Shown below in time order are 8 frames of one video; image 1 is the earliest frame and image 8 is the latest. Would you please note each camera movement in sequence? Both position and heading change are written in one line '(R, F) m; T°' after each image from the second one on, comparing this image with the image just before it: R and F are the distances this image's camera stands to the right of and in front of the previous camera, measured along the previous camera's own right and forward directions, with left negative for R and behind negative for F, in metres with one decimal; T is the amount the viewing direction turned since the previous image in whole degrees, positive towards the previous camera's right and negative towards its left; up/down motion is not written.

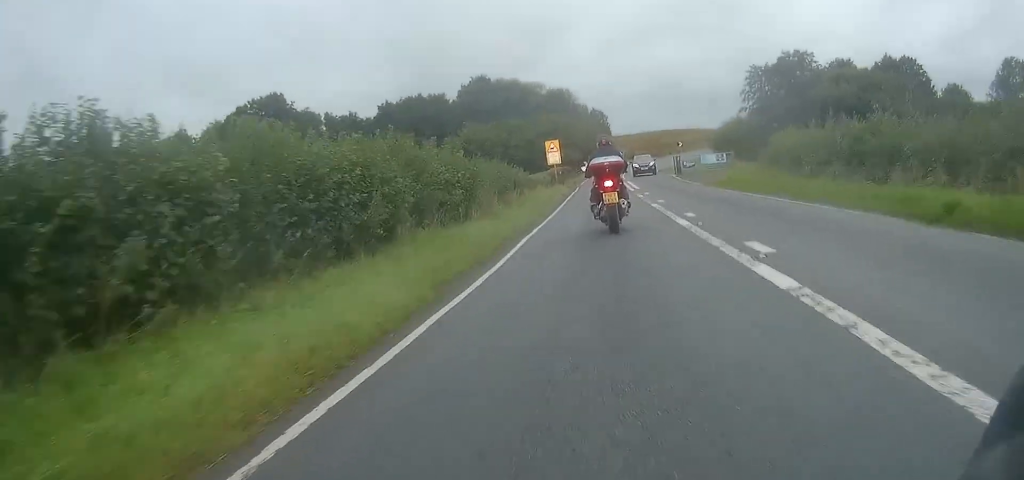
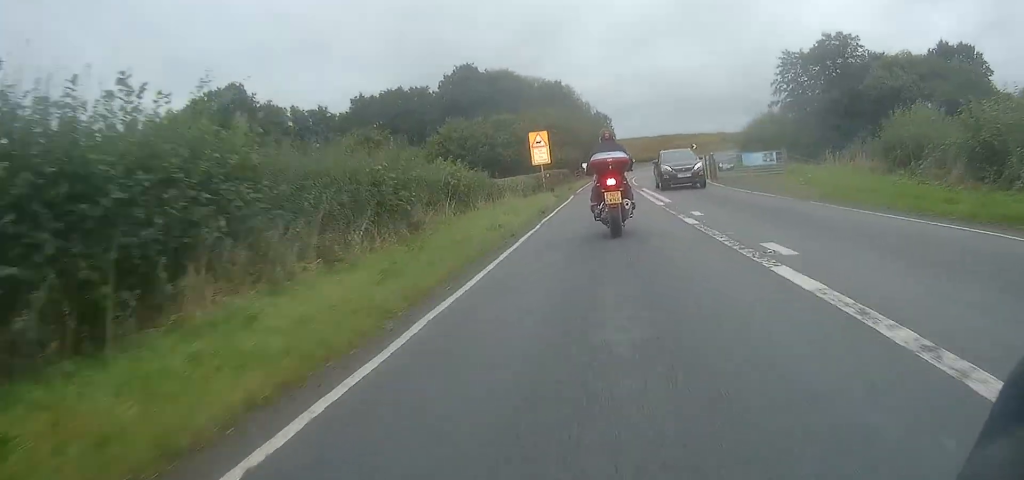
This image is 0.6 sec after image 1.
(-0.1, +13.4) m; 0°
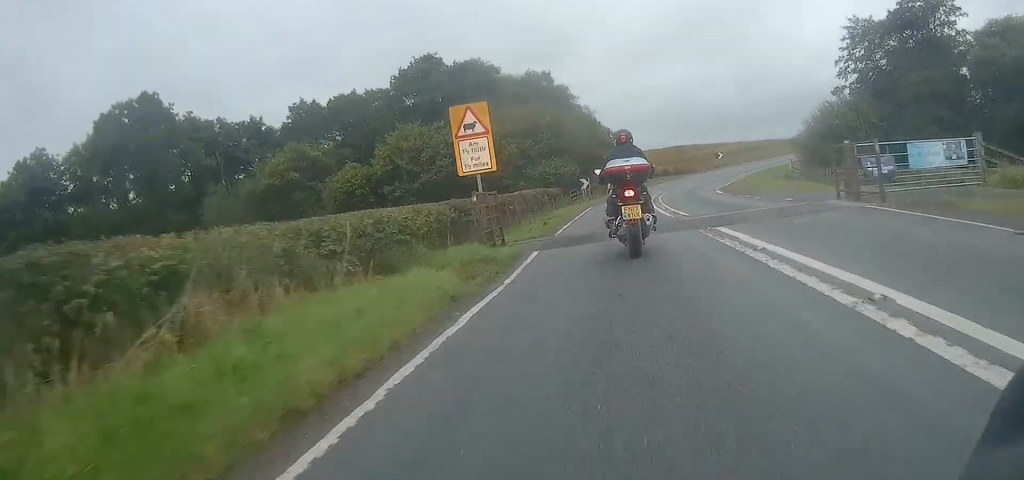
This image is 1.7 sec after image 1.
(+0.1, +19.4) m; -2°
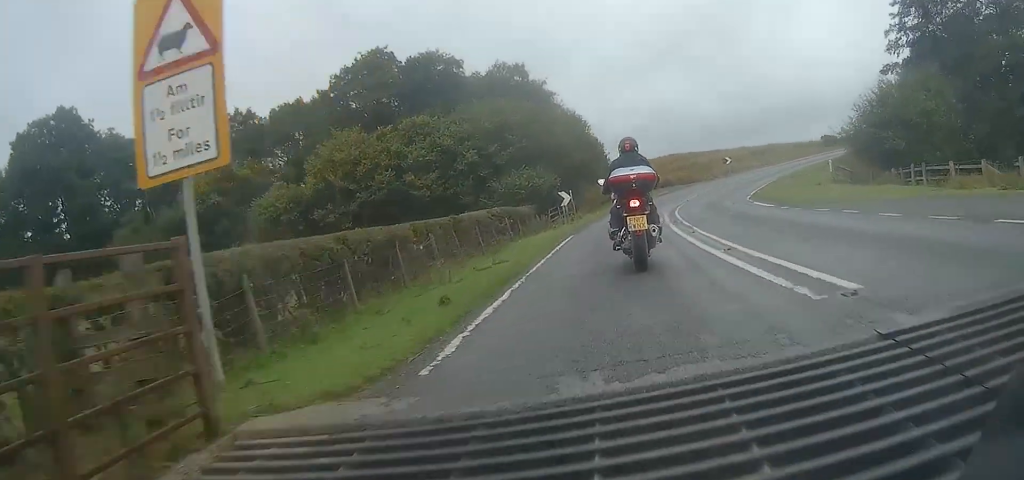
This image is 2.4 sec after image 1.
(-0.6, +11.5) m; +2°
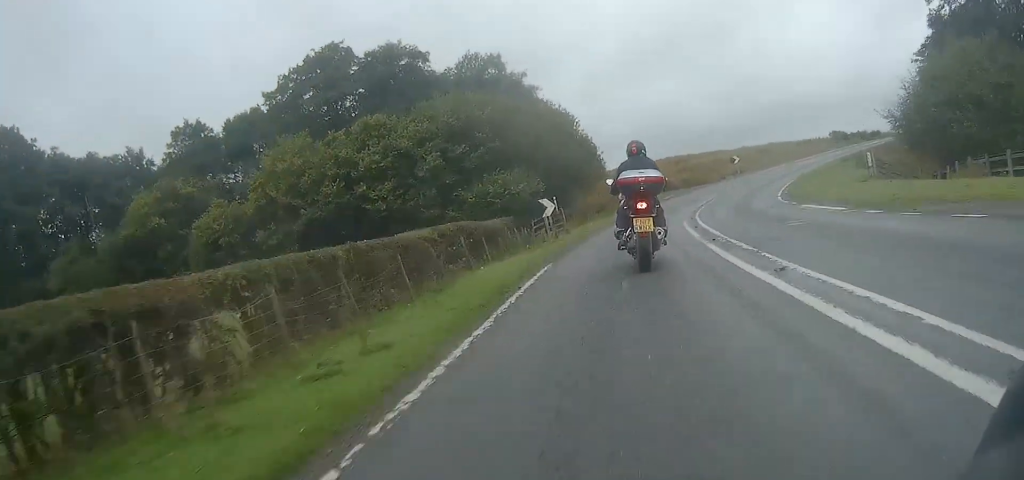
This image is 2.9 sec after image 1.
(+0.1, +7.0) m; +2°
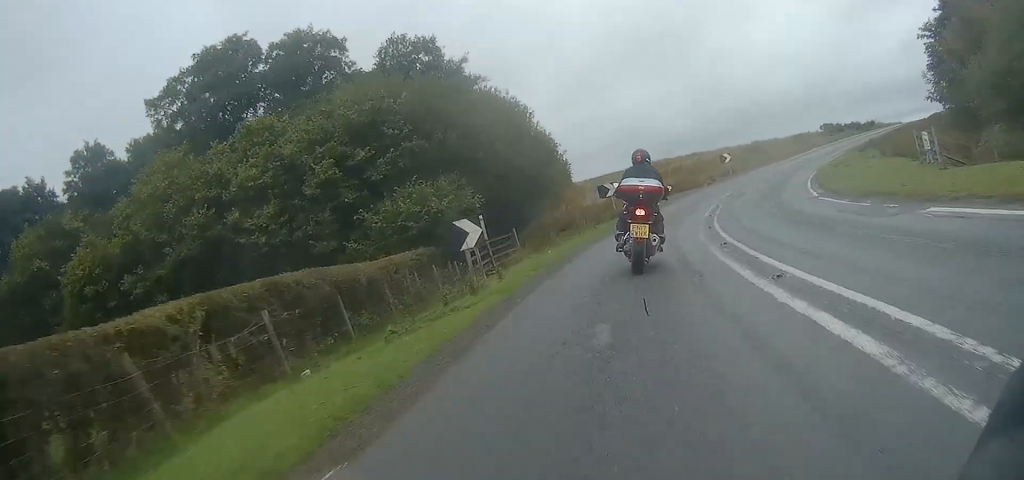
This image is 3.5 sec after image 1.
(+0.7, +9.2) m; +4°
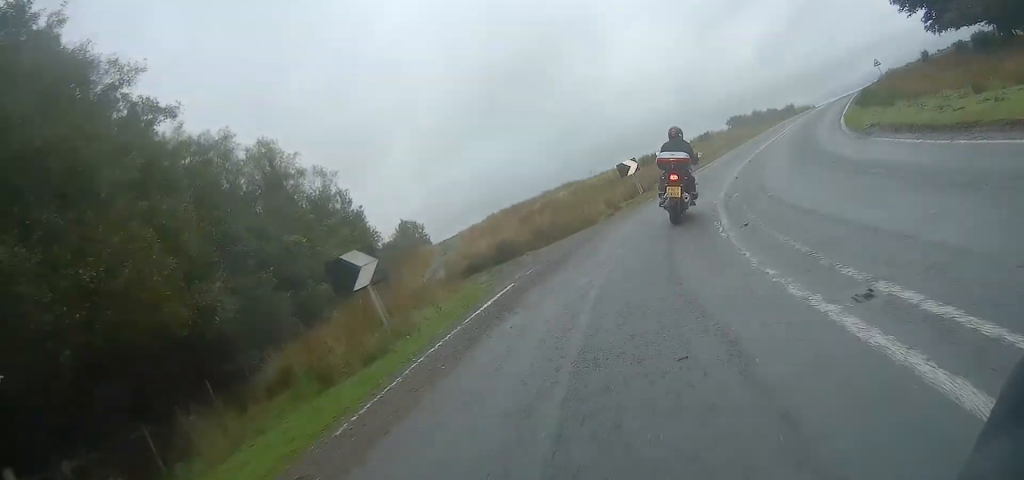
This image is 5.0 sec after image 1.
(+0.9, +20.7) m; +8°
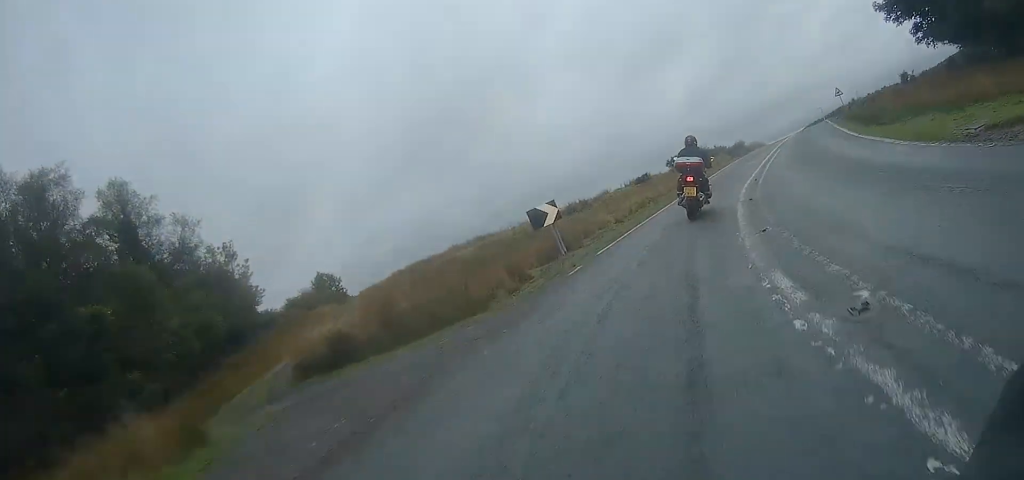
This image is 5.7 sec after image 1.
(+0.1, +9.0) m; +7°
